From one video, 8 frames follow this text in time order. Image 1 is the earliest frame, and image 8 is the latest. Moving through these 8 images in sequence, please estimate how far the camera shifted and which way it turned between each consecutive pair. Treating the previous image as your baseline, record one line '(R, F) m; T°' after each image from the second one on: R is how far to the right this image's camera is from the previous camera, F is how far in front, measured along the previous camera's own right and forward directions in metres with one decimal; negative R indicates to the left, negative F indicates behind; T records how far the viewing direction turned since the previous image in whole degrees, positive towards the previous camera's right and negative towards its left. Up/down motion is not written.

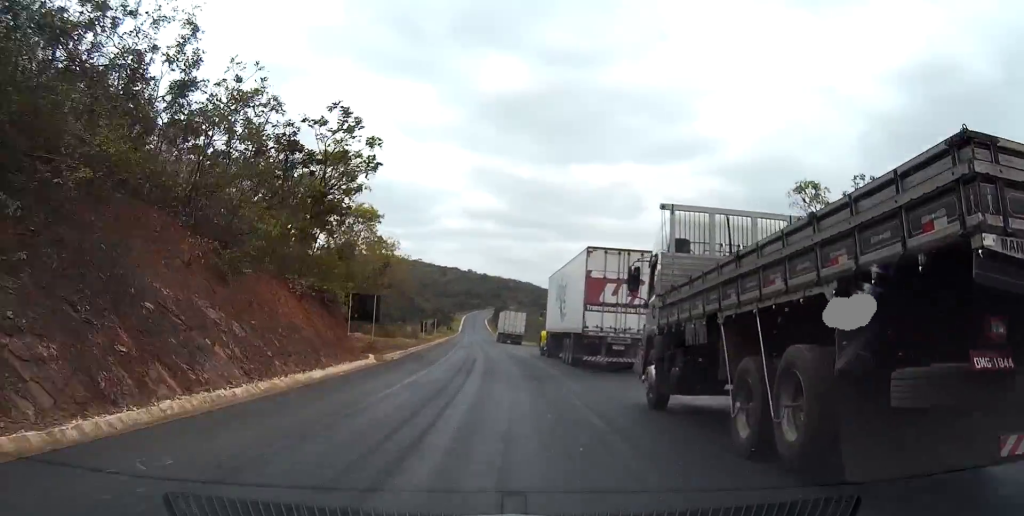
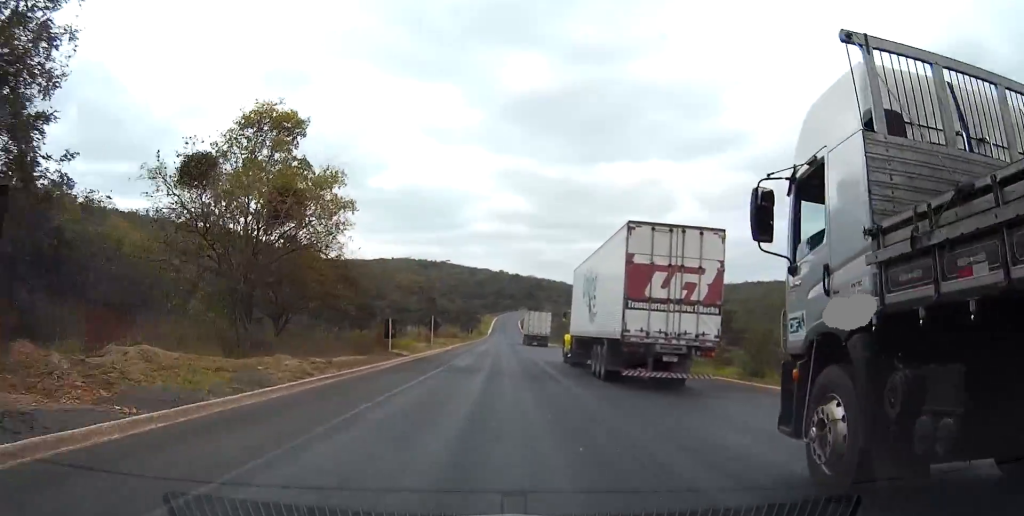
(-1.0, +34.9) m; -2°
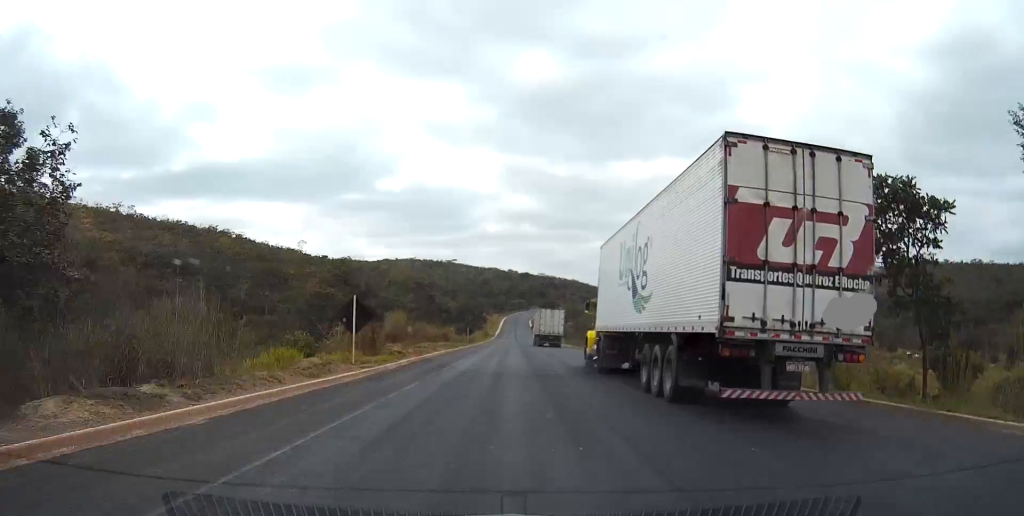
(0.0, +32.2) m; 0°
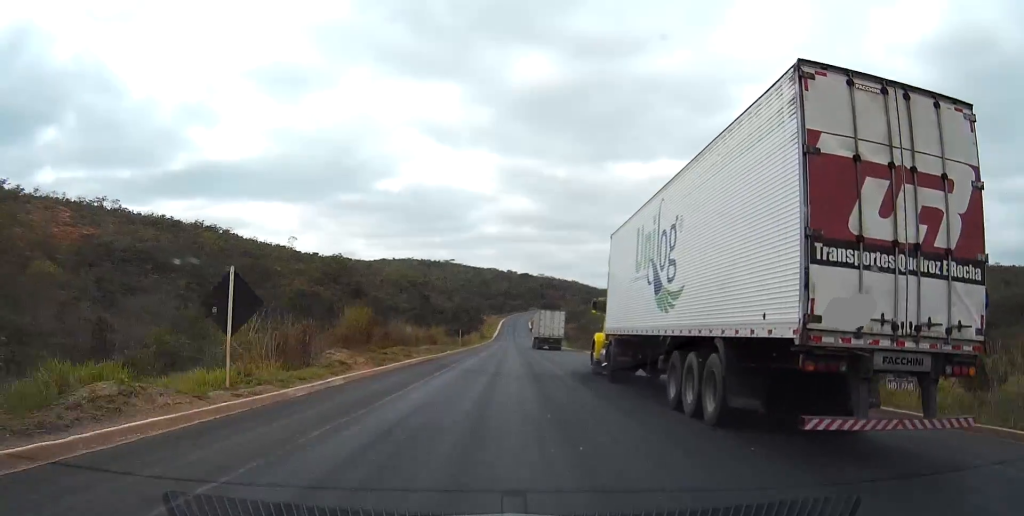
(0.0, +11.6) m; 0°
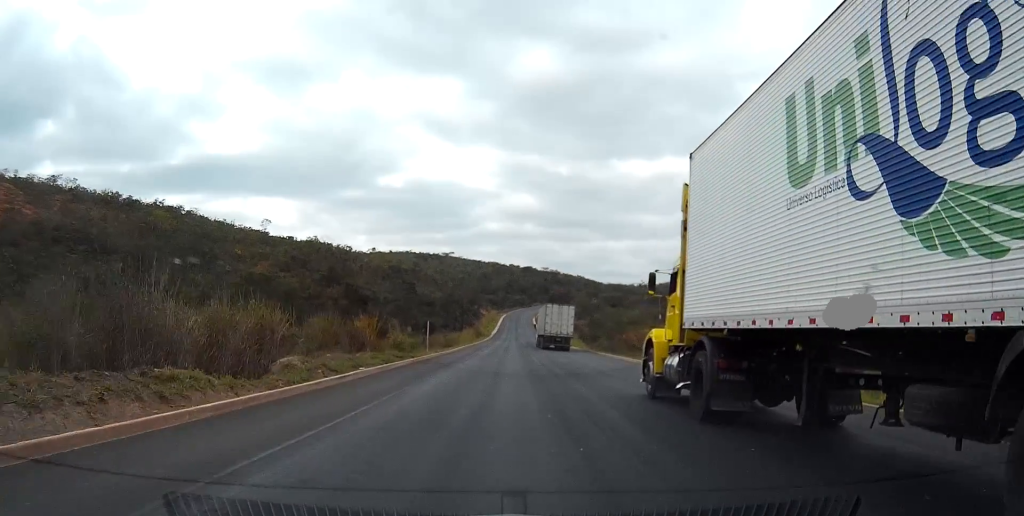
(0.0, +33.2) m; 0°
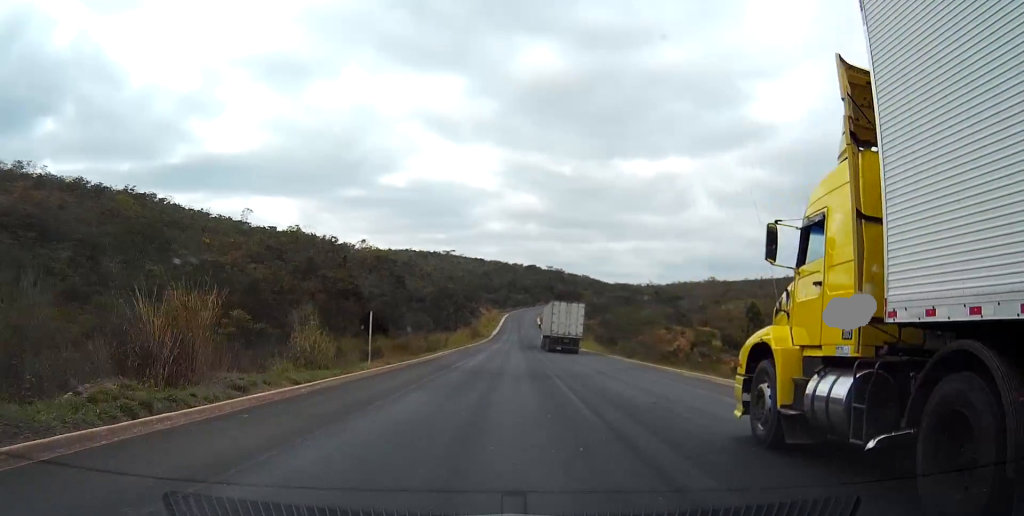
(0.0, +21.0) m; 0°
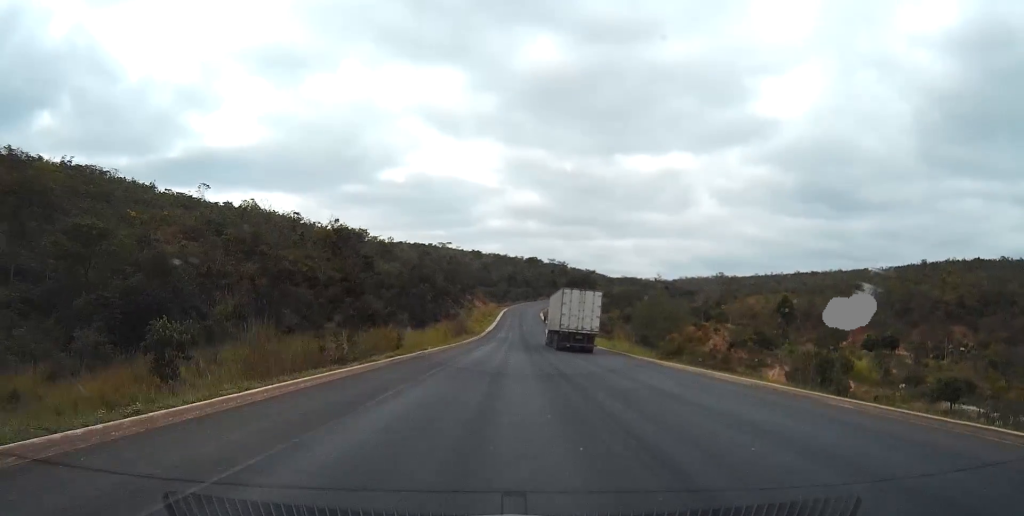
(-0.2, +33.8) m; -1°
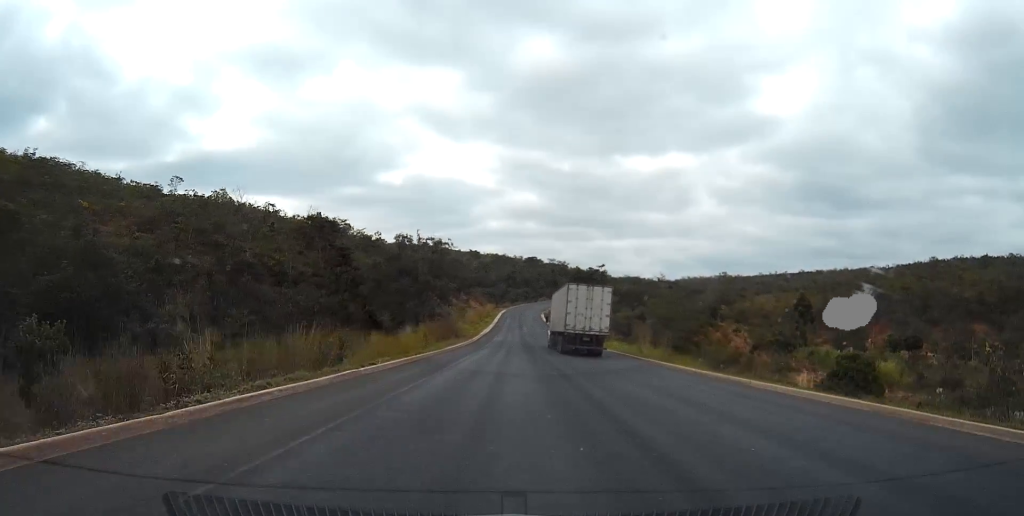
(0.0, +15.8) m; 0°
